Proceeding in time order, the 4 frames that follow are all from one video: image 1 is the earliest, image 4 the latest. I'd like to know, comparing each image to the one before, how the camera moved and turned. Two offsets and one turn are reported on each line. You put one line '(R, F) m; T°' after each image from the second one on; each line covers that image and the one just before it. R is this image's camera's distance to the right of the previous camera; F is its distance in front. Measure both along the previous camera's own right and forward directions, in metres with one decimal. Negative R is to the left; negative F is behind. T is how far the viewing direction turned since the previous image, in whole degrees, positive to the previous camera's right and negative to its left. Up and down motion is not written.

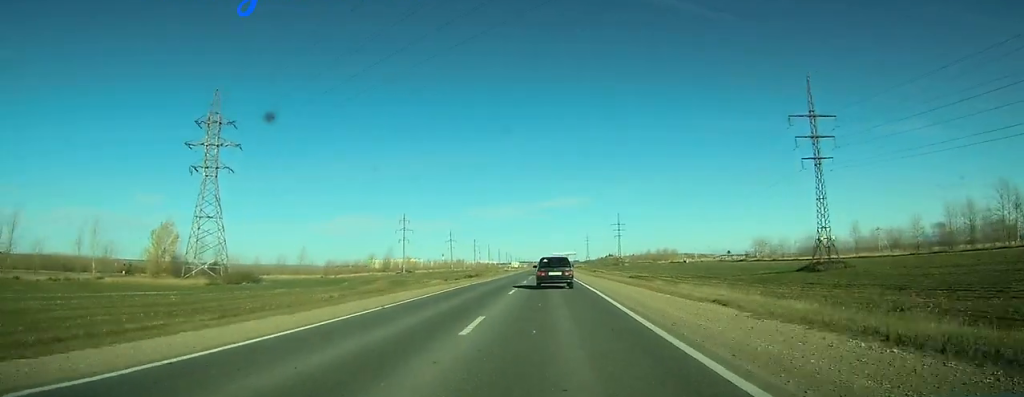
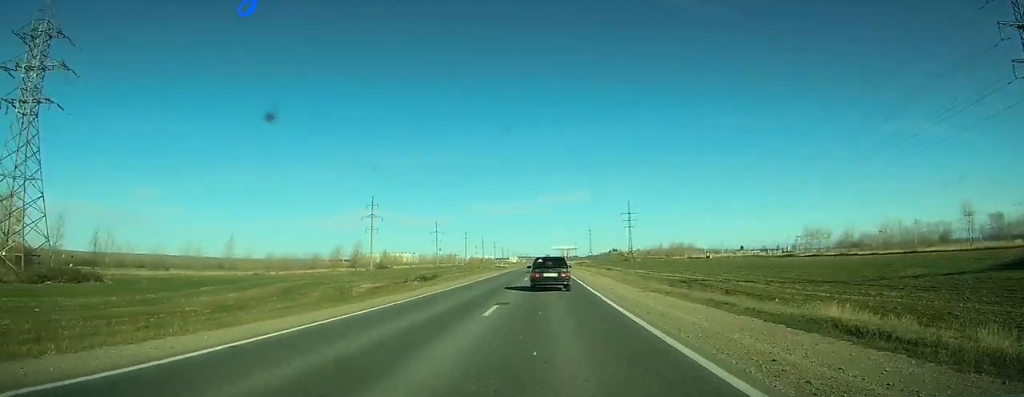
(-0.1, +44.4) m; 0°
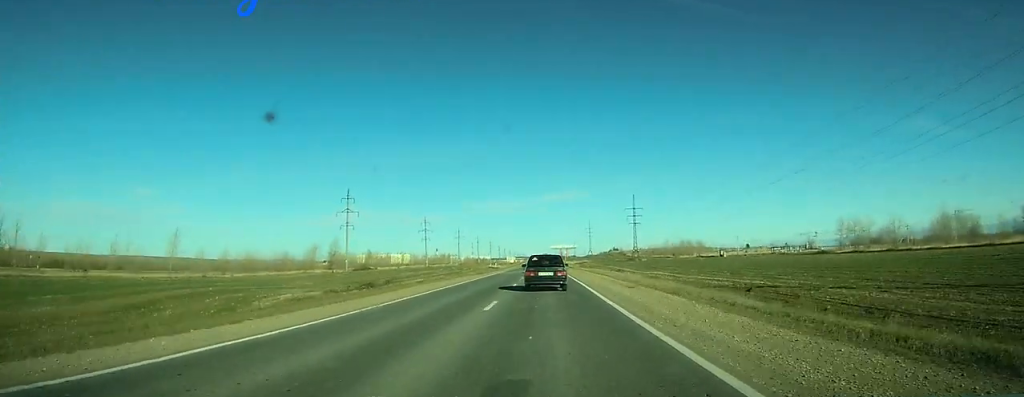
(0.0, +22.7) m; 0°
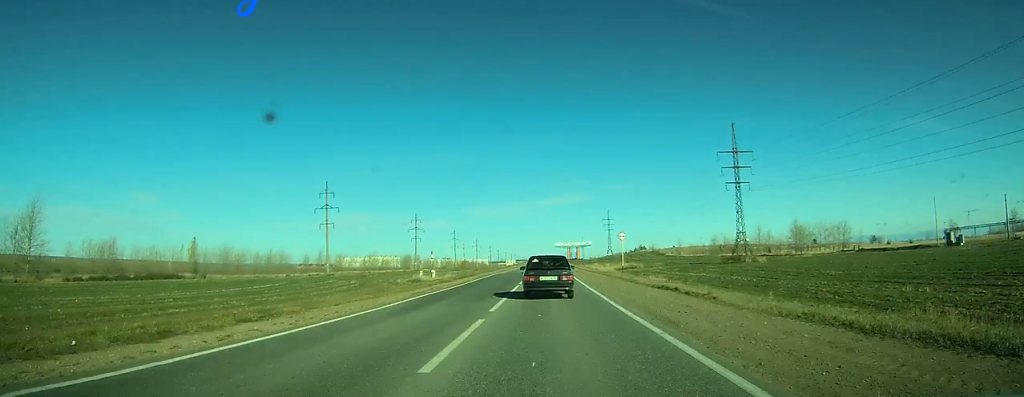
(-0.6, +124.4) m; -1°
